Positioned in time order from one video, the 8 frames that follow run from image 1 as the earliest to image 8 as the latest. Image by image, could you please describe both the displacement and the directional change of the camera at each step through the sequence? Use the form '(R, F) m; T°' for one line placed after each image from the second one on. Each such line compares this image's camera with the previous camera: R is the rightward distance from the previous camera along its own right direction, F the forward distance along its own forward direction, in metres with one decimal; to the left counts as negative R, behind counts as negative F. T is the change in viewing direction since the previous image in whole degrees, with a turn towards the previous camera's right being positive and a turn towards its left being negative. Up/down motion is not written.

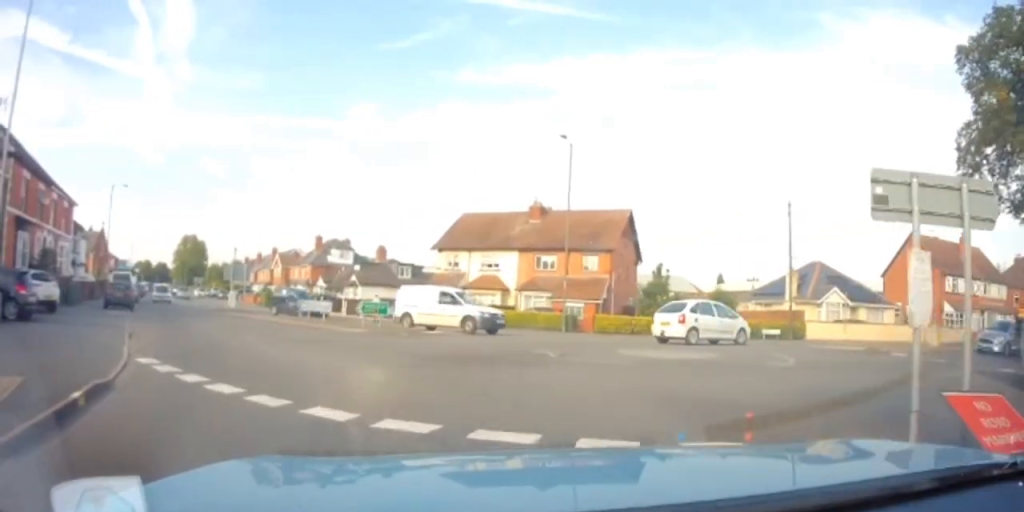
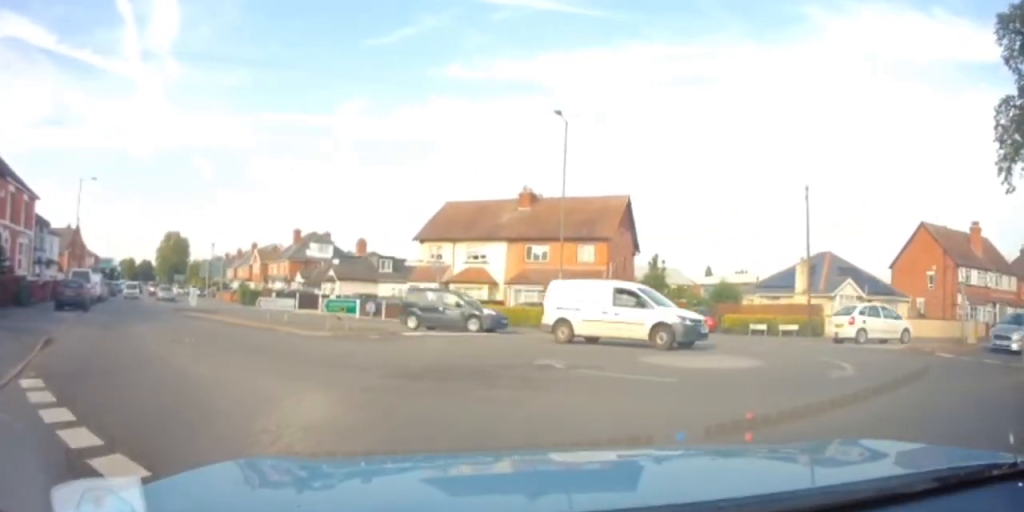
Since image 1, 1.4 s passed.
(-0.2, +3.1) m; -4°
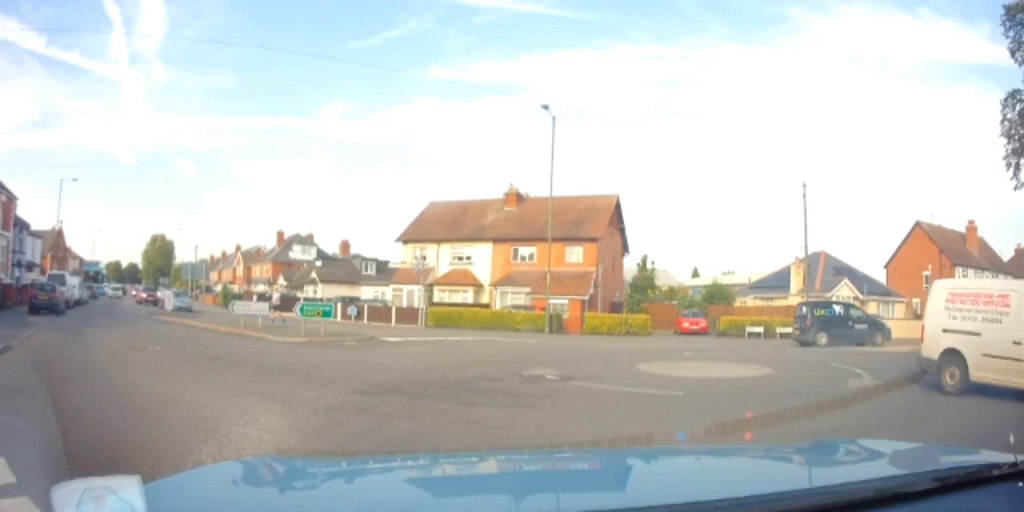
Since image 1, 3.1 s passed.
(+0.4, +1.1) m; 0°
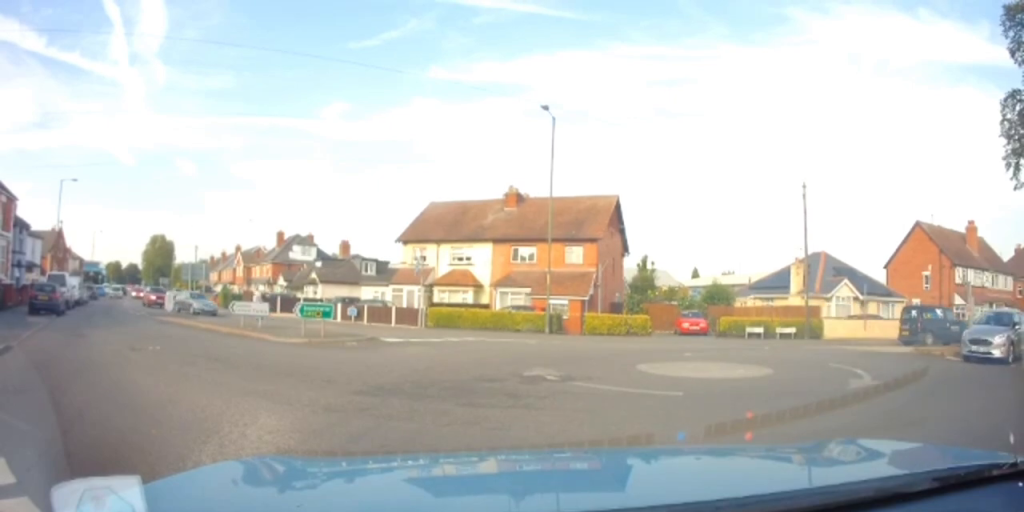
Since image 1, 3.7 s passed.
(0.0, 0.0) m; 0°
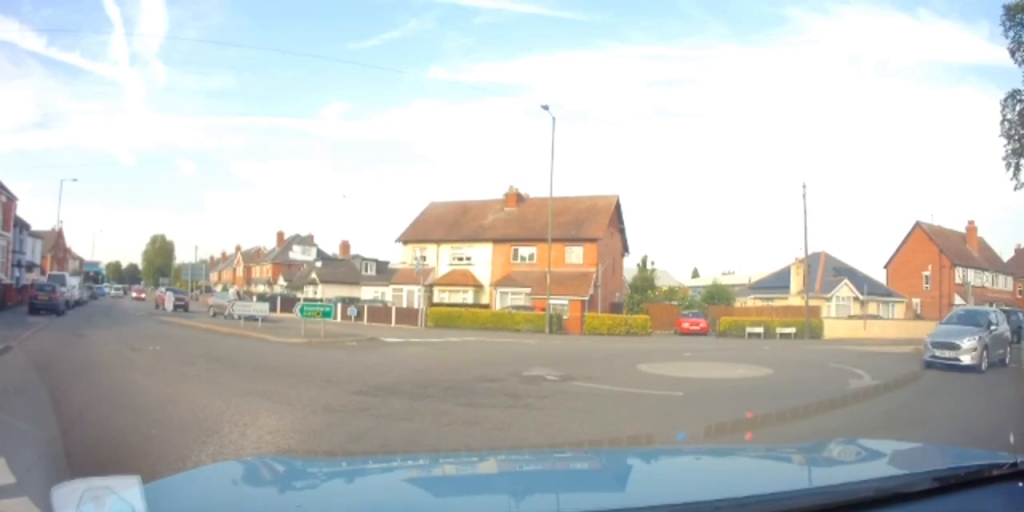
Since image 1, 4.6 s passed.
(0.0, 0.0) m; 0°
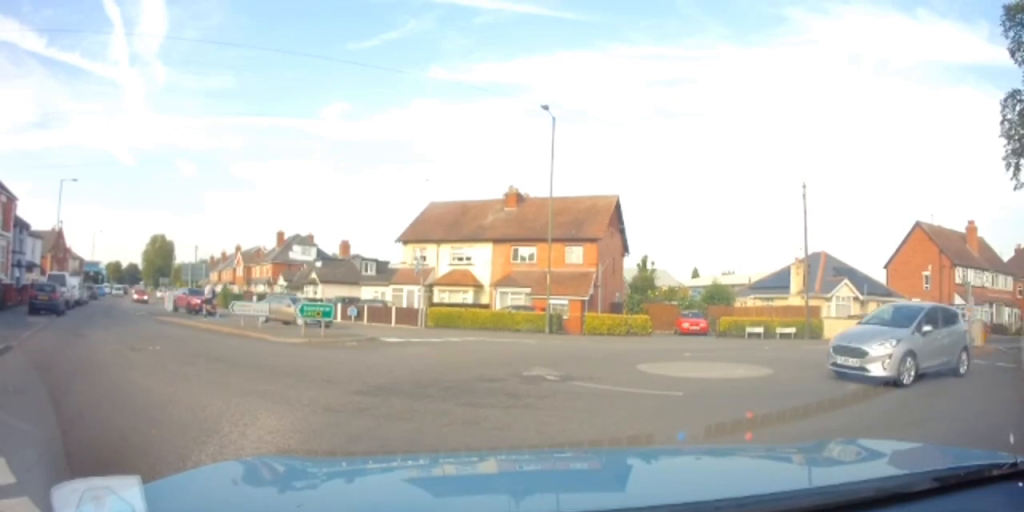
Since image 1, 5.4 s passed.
(0.0, 0.0) m; 0°
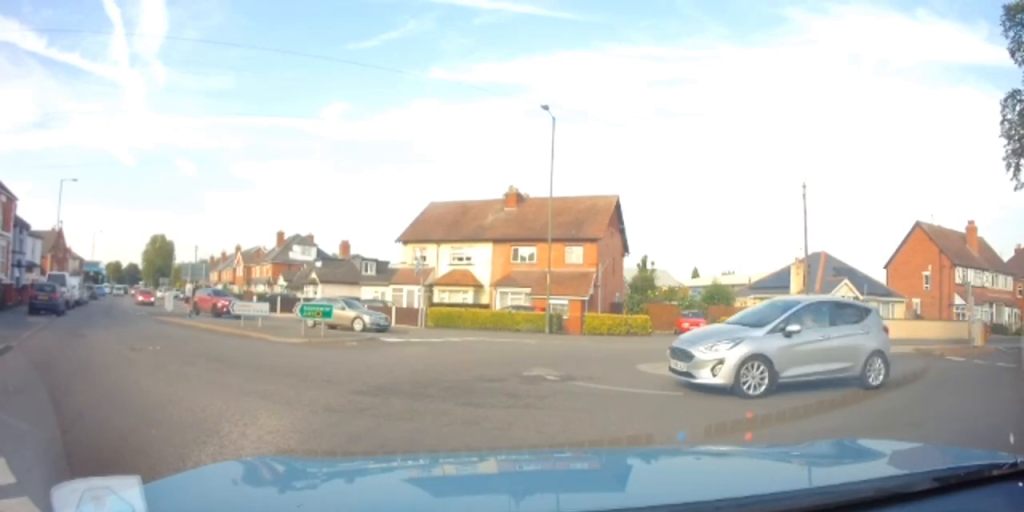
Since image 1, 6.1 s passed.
(0.0, 0.0) m; 0°
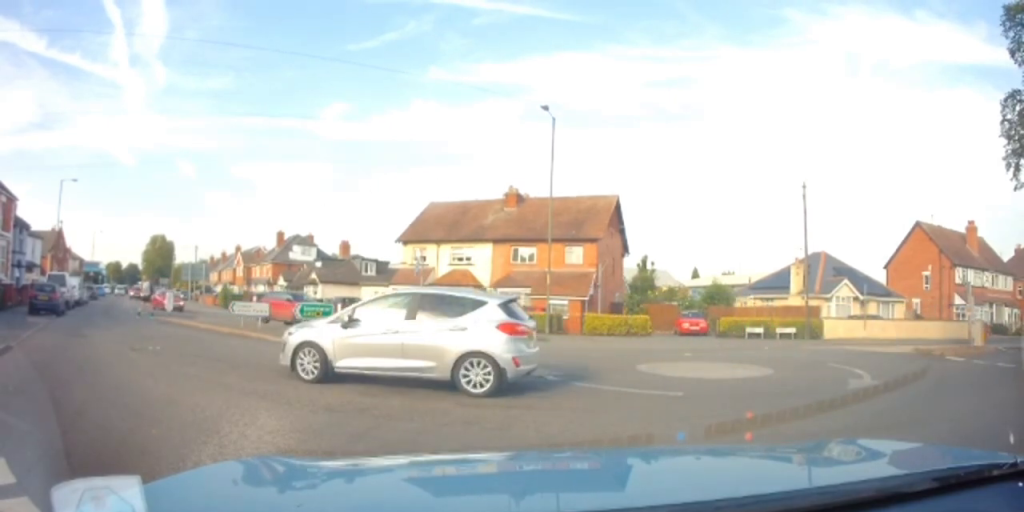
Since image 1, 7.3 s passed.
(0.0, 0.0) m; 0°
